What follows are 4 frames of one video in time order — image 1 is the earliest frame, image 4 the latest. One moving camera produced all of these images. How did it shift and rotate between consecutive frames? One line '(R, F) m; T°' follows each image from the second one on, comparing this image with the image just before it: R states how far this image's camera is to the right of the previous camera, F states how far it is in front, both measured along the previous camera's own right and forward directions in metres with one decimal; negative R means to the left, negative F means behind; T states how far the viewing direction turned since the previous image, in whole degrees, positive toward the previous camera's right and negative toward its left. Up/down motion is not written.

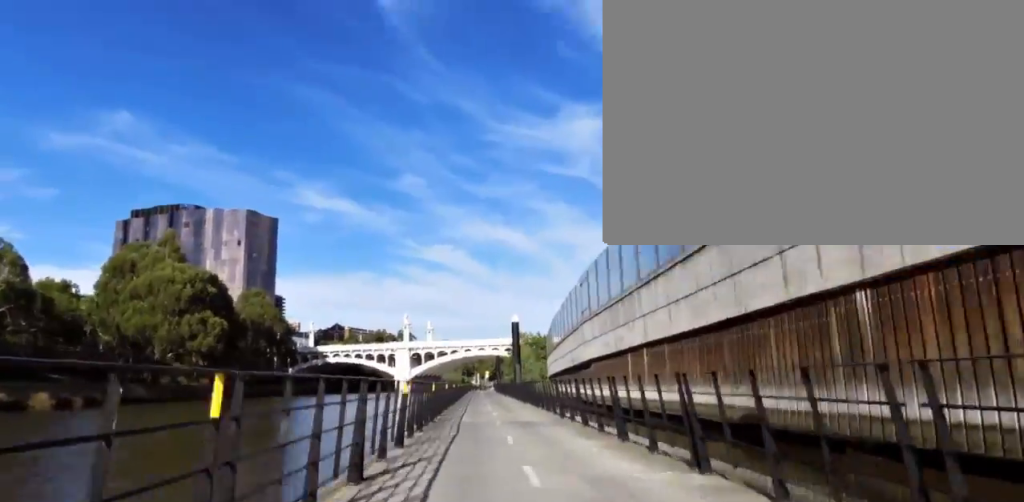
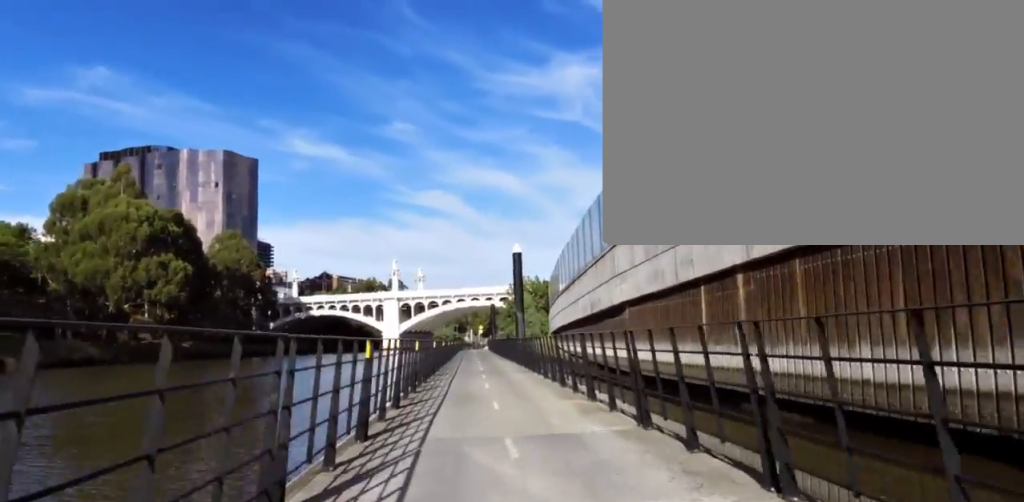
(-1.1, +8.0) m; -1°
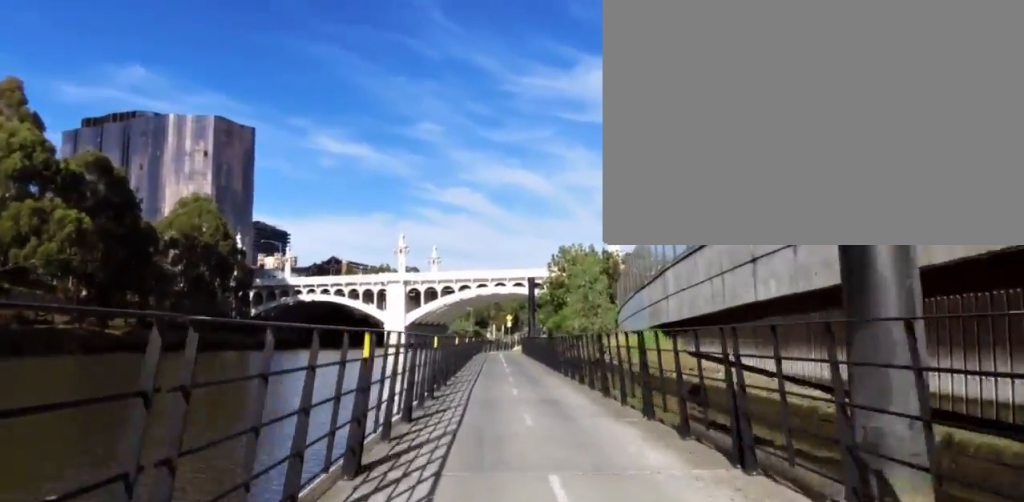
(+1.1, +25.6) m; 0°
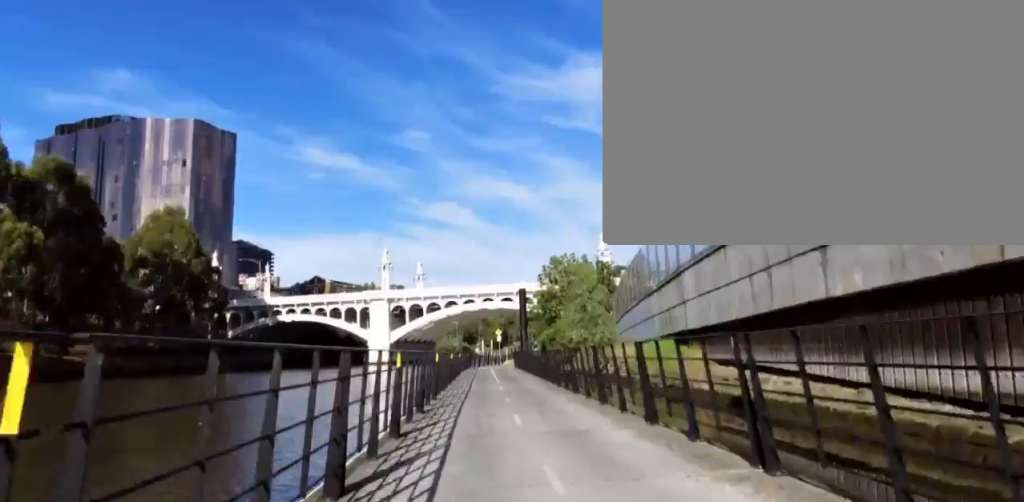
(-0.4, +3.5) m; -4°
